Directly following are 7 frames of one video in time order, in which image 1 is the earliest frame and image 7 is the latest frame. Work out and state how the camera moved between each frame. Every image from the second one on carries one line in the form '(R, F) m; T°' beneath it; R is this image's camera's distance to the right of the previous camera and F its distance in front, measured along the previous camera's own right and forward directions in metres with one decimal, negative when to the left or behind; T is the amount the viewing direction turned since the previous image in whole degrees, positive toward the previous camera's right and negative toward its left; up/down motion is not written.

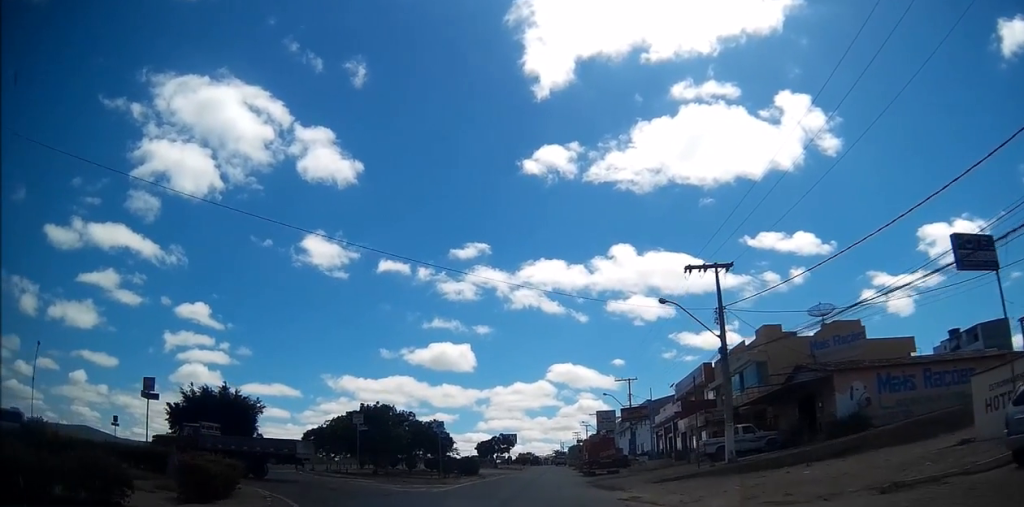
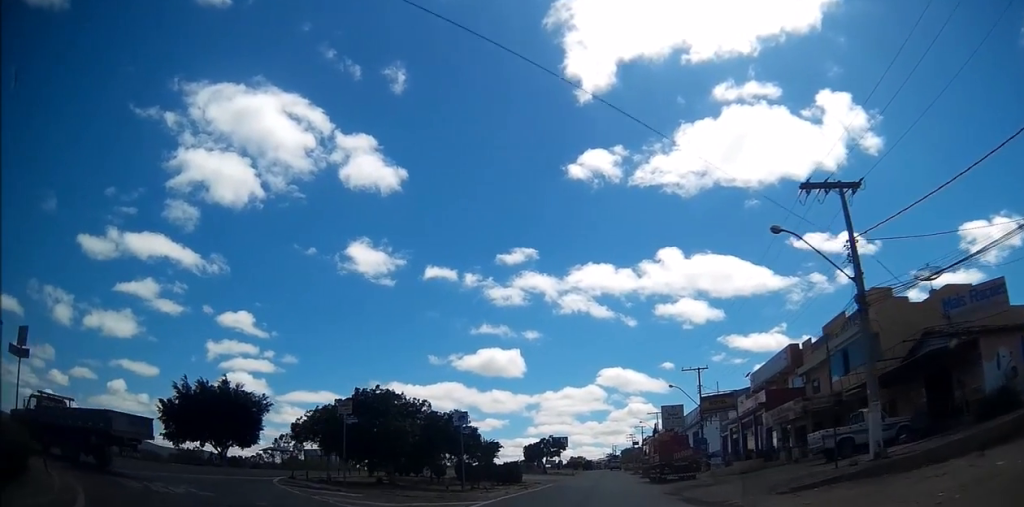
(-0.2, +11.8) m; -5°
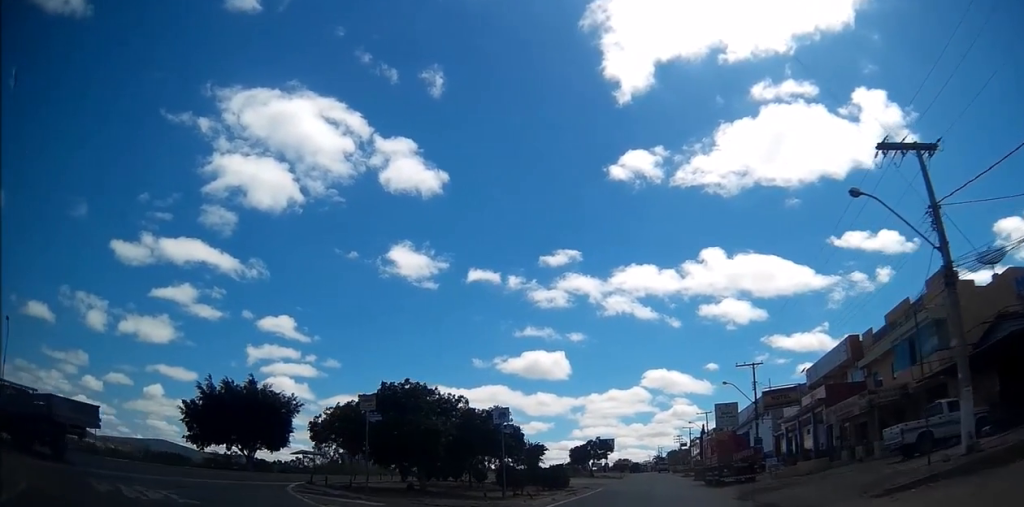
(-0.2, +3.4) m; -3°
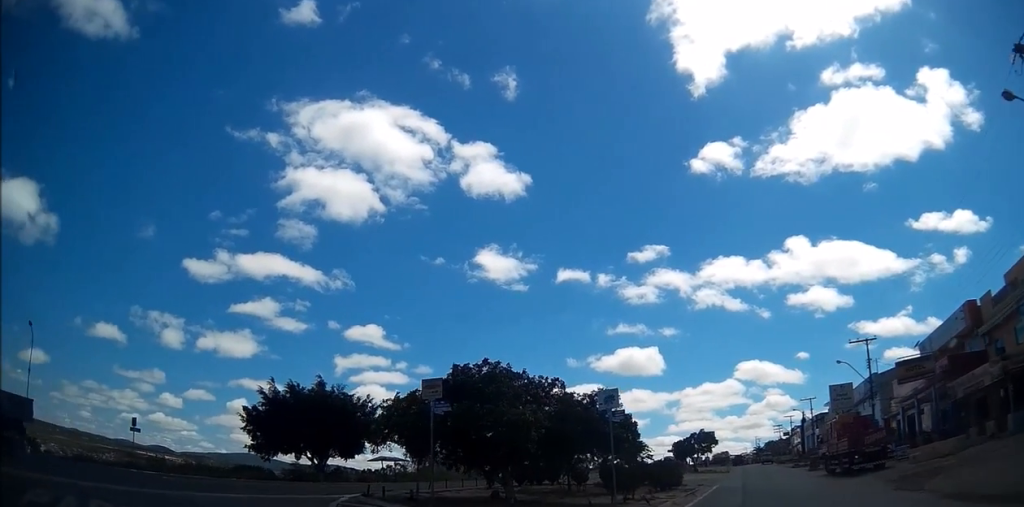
(-0.3, +5.6) m; -7°
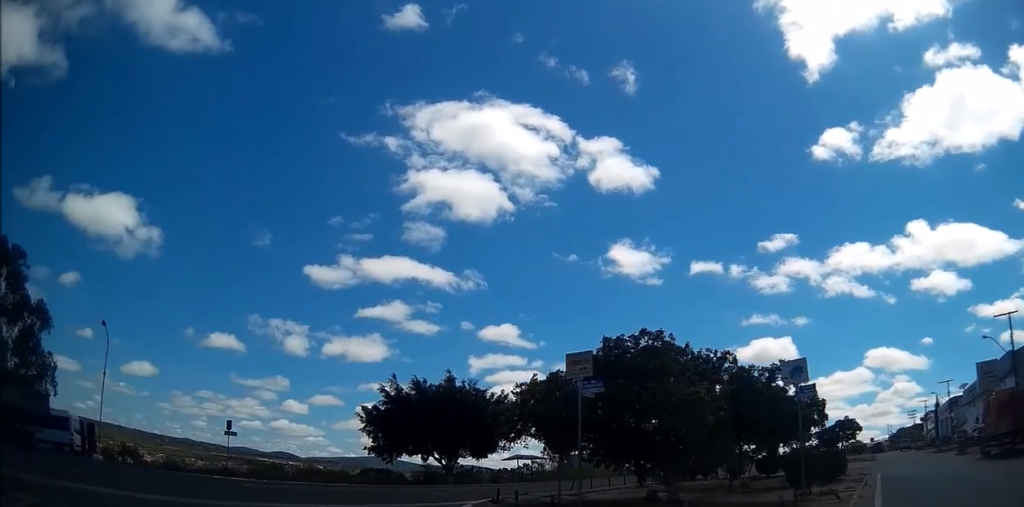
(-0.1, +4.3) m; -9°
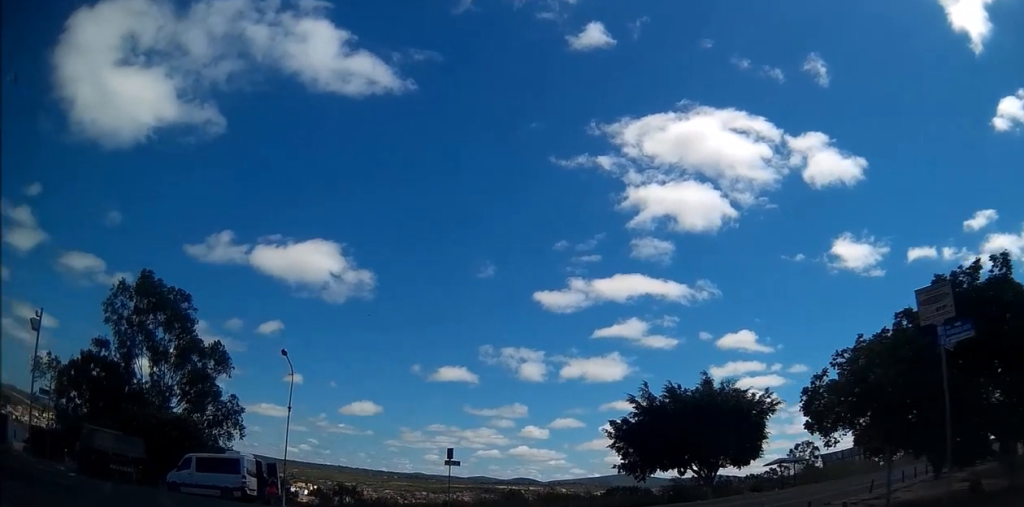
(-1.1, +5.5) m; -22°
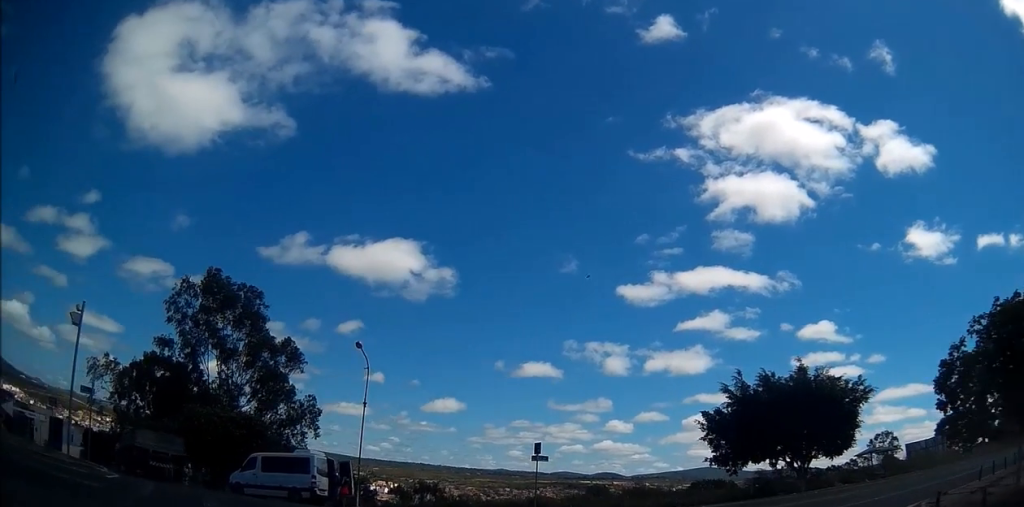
(-0.2, +1.6) m; -10°
